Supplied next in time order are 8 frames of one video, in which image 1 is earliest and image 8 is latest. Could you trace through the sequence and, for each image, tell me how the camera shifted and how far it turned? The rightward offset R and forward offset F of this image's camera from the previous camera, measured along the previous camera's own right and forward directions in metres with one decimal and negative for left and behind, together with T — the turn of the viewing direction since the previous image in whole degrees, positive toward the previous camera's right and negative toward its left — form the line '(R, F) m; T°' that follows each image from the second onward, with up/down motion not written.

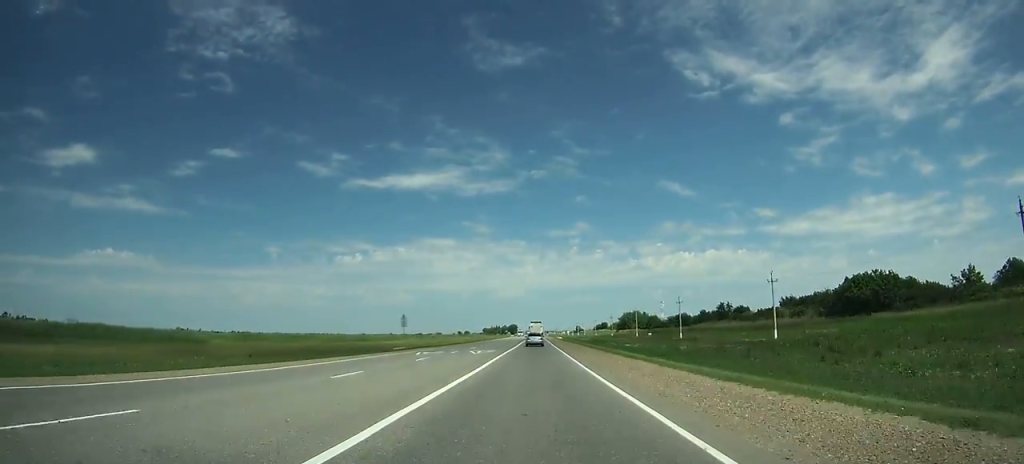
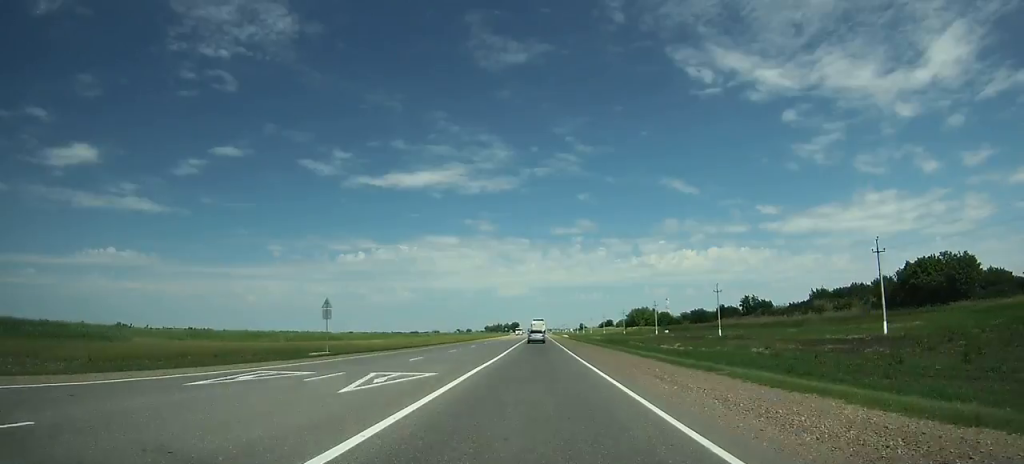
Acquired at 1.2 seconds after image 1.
(0.0, +25.6) m; 0°
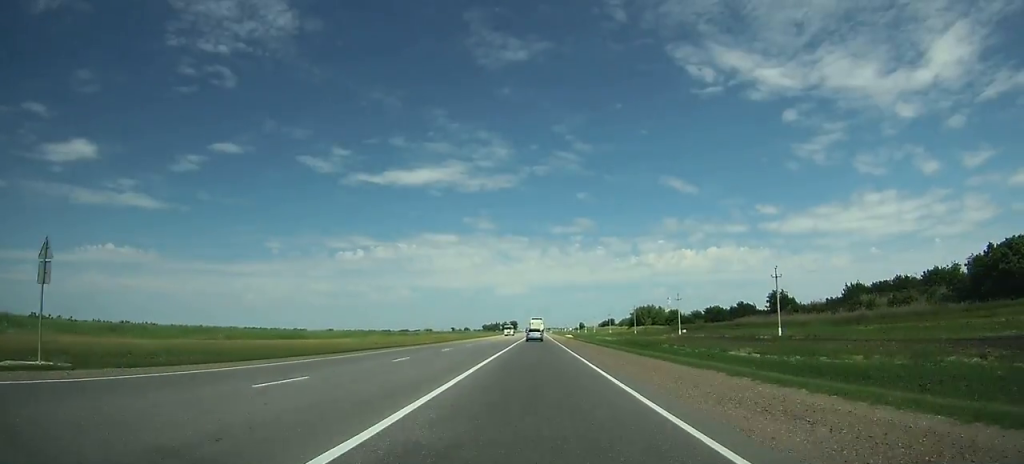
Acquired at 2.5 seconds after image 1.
(+0.1, +28.0) m; 0°
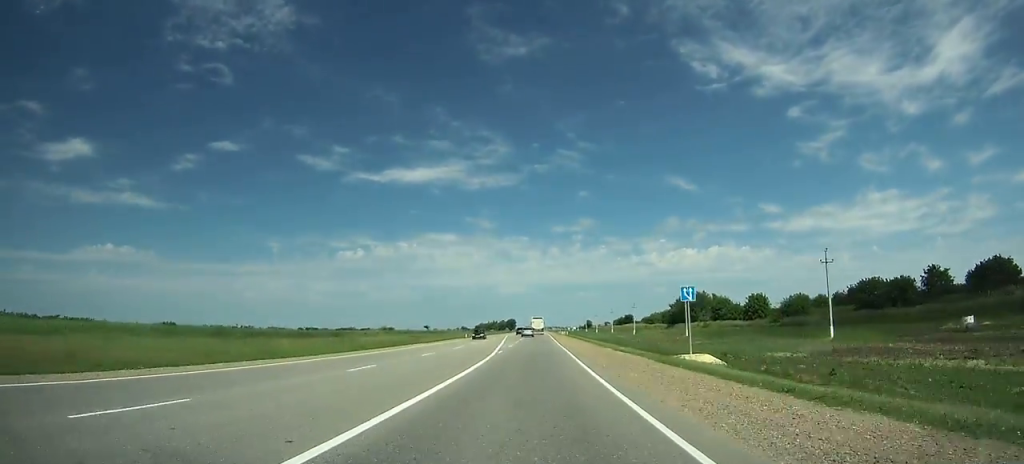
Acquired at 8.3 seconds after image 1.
(+0.2, +125.8) m; 0°
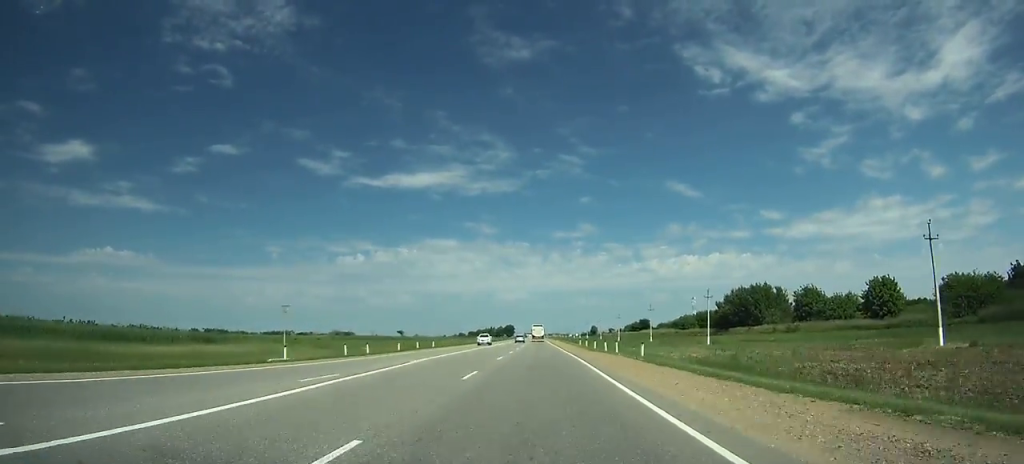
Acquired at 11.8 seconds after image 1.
(-0.1, +76.6) m; 0°
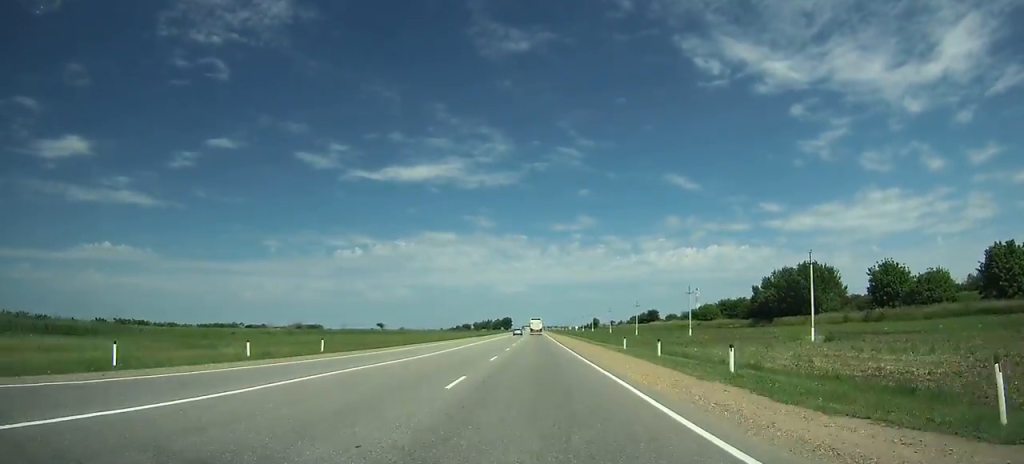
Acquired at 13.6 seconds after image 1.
(0.0, +39.5) m; 0°
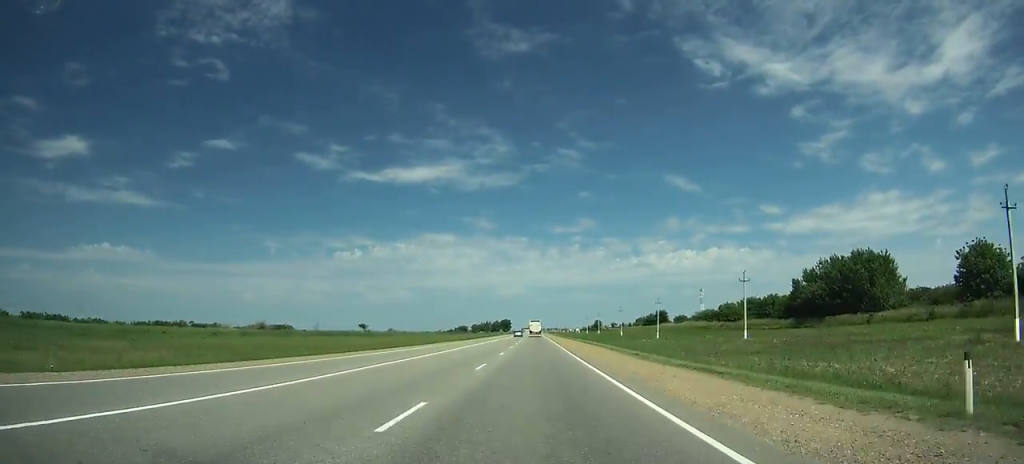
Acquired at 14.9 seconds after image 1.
(0.0, +28.7) m; 0°
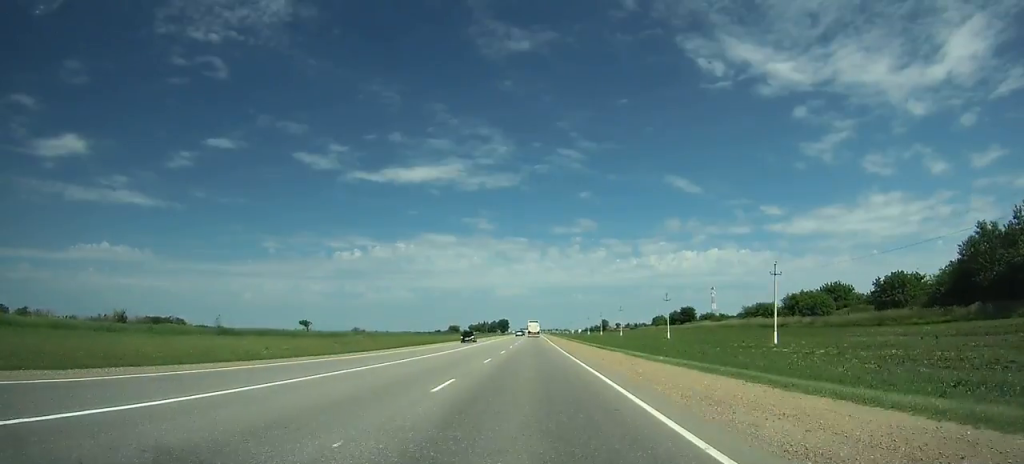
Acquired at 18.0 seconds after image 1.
(0.0, +68.9) m; 0°
